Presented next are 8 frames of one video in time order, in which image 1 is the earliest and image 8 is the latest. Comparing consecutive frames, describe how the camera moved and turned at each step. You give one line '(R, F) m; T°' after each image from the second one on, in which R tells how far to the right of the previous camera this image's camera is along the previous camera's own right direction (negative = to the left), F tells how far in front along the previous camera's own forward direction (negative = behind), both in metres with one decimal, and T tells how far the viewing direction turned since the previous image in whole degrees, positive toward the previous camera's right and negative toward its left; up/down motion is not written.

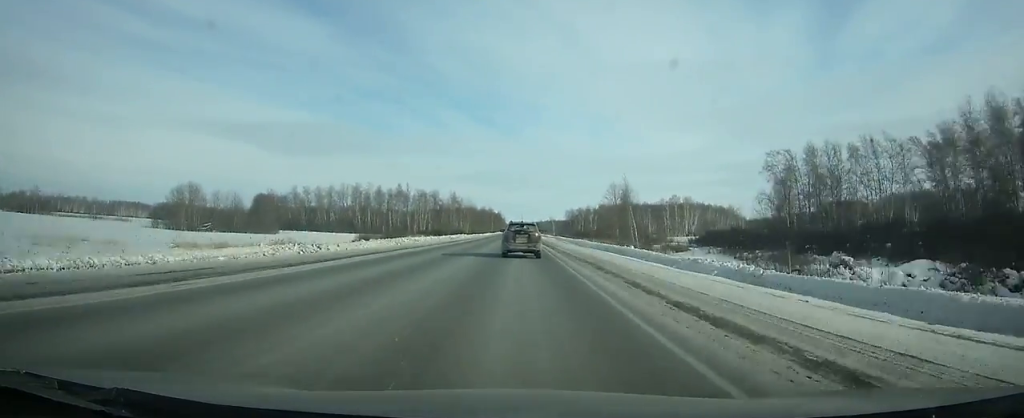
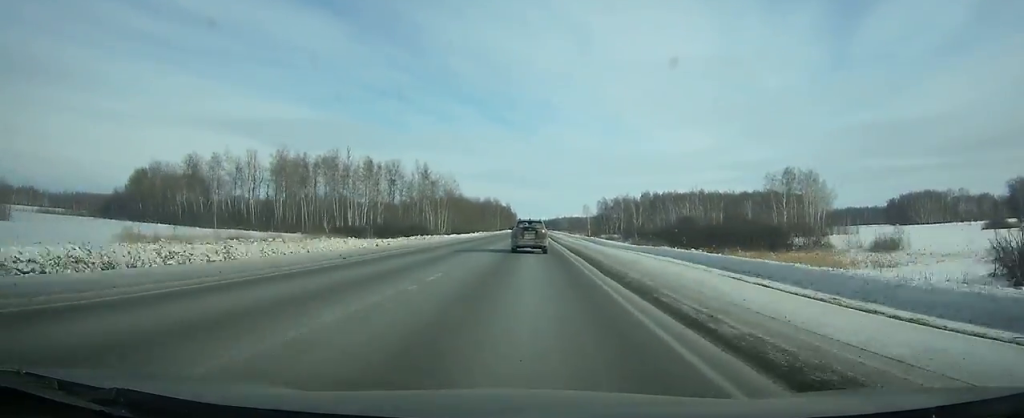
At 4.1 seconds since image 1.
(-0.1, +103.0) m; 0°
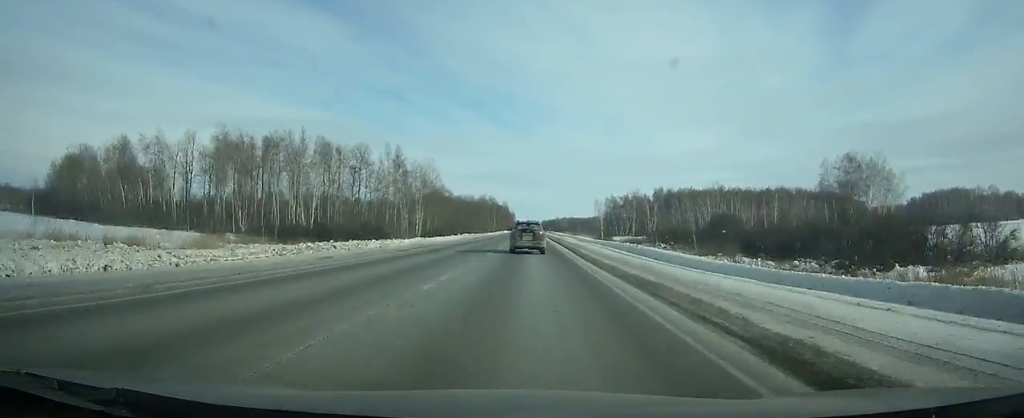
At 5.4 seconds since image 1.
(-0.2, +33.0) m; 0°
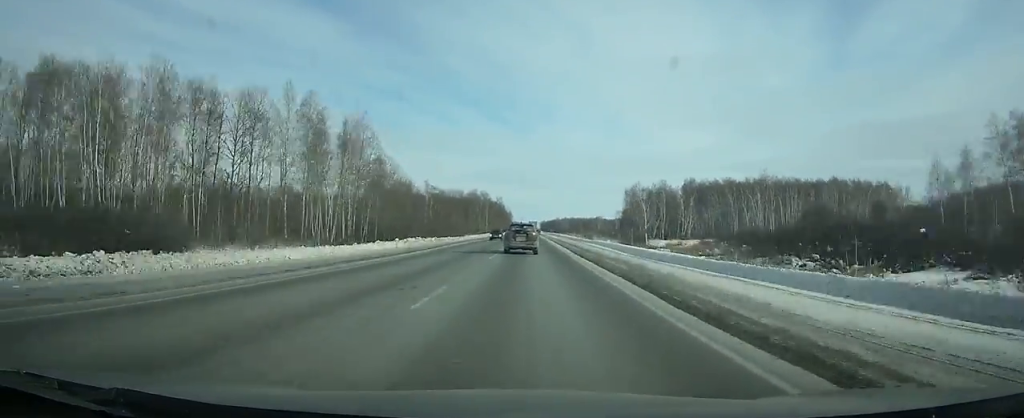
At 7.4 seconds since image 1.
(-0.1, +51.1) m; 0°
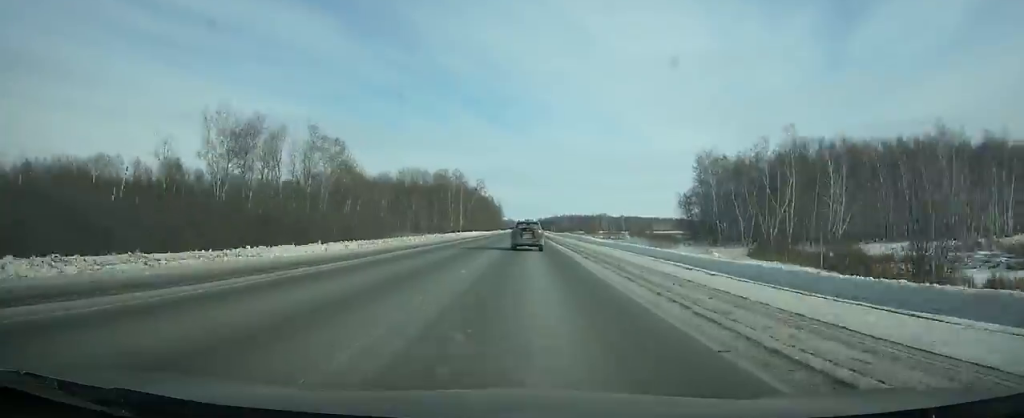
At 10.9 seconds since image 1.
(+0.2, +90.7) m; 0°
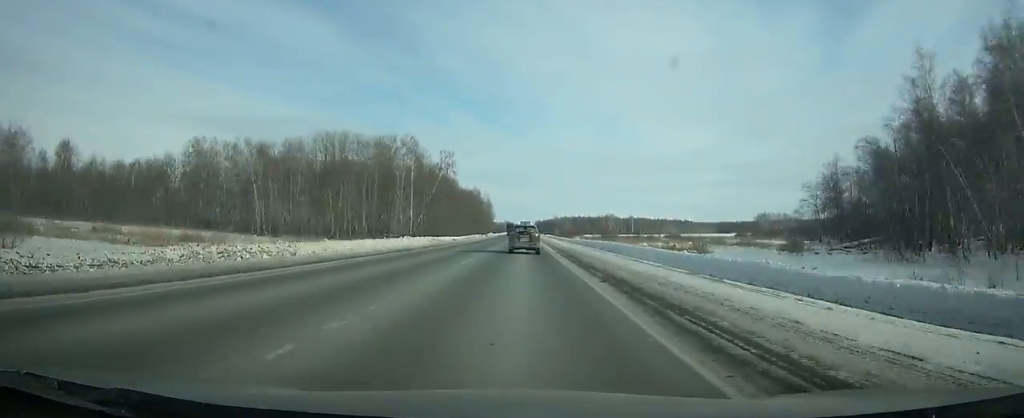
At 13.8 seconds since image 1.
(+0.1, +76.3) m; 0°
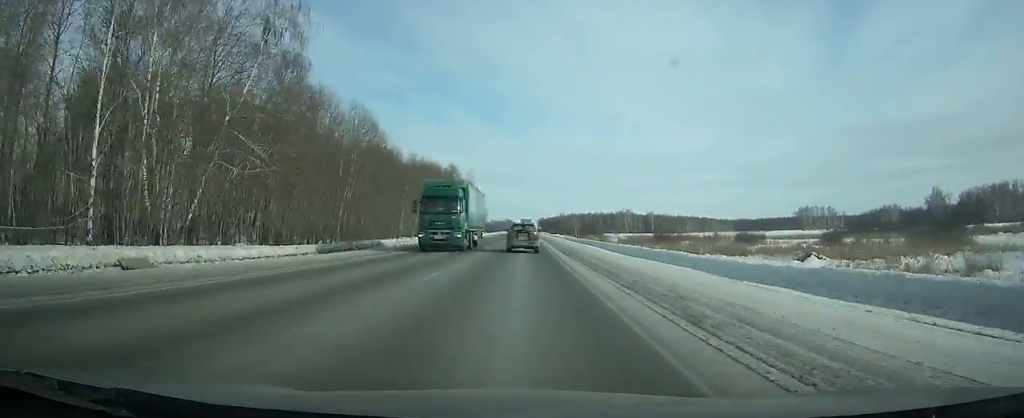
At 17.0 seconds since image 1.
(0.0, +85.1) m; 0°
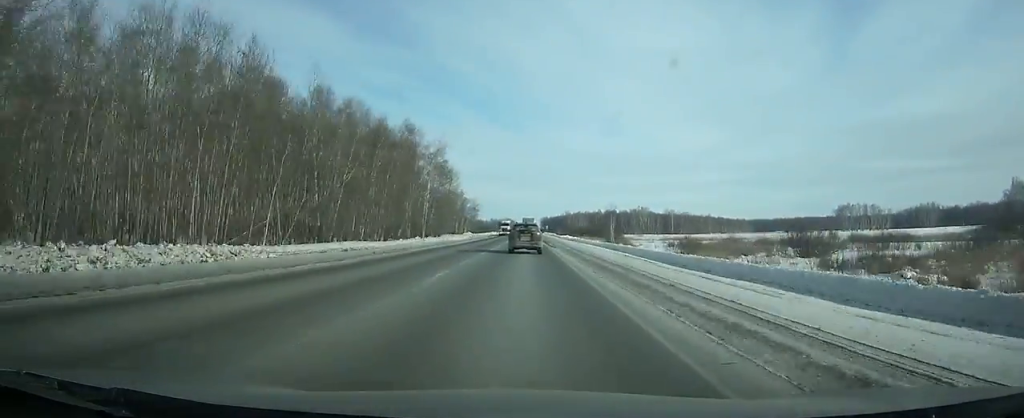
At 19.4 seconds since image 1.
(0.0, +63.9) m; 0°
